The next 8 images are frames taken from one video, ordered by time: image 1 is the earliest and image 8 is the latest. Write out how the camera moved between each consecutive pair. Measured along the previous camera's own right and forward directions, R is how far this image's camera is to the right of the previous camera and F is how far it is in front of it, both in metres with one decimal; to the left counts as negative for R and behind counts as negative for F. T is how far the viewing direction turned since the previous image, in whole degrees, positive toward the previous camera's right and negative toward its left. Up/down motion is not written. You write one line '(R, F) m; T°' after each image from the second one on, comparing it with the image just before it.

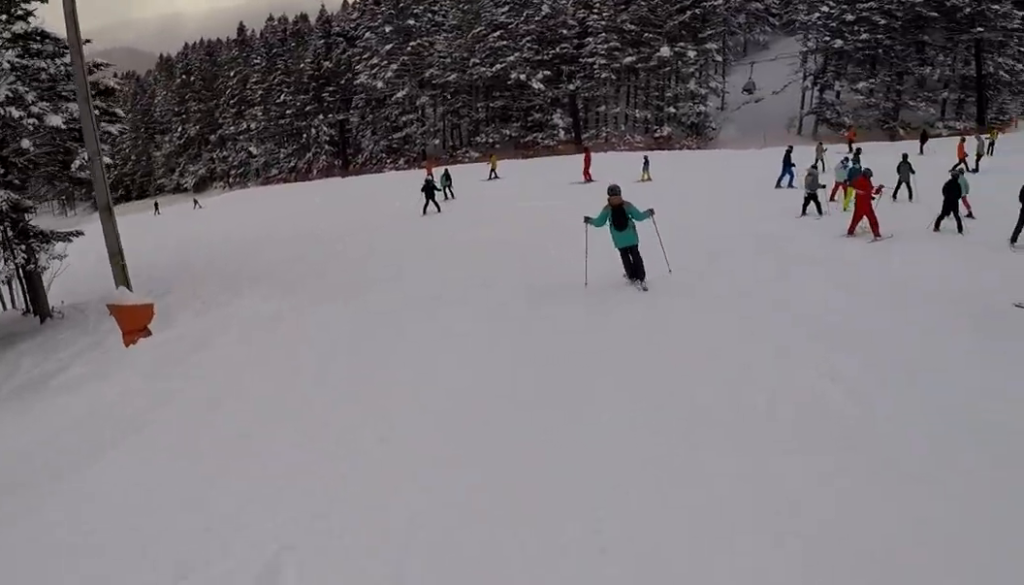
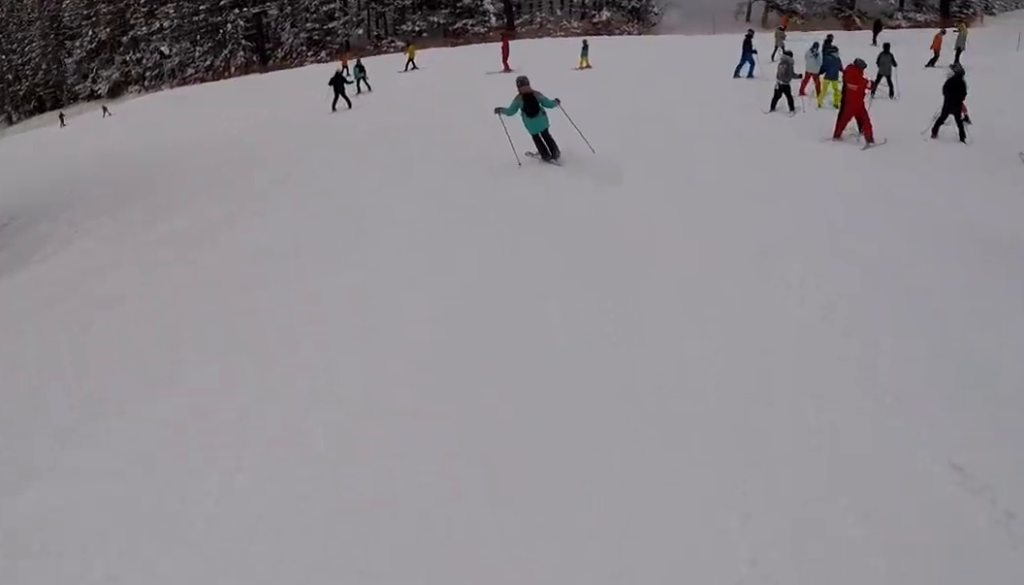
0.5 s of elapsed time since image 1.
(-0.2, +3.2) m; -3°
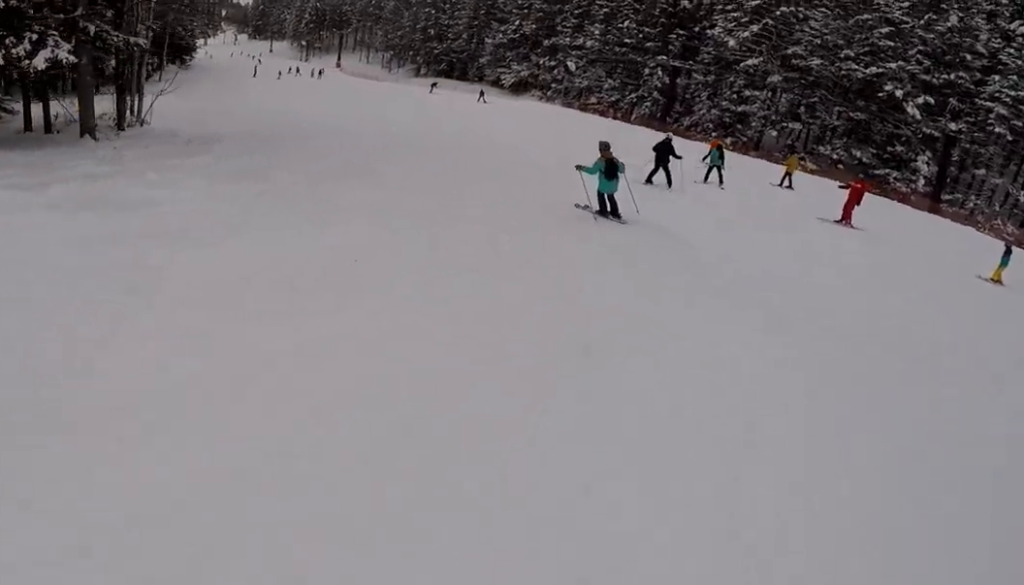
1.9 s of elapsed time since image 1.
(-0.7, +8.3) m; -22°
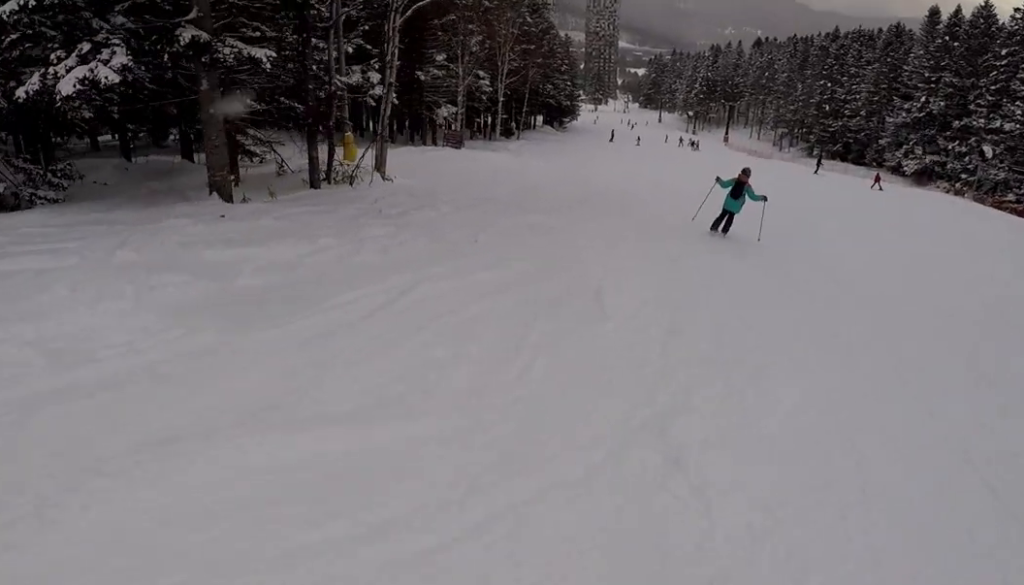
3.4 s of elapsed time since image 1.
(-2.6, +10.0) m; -9°
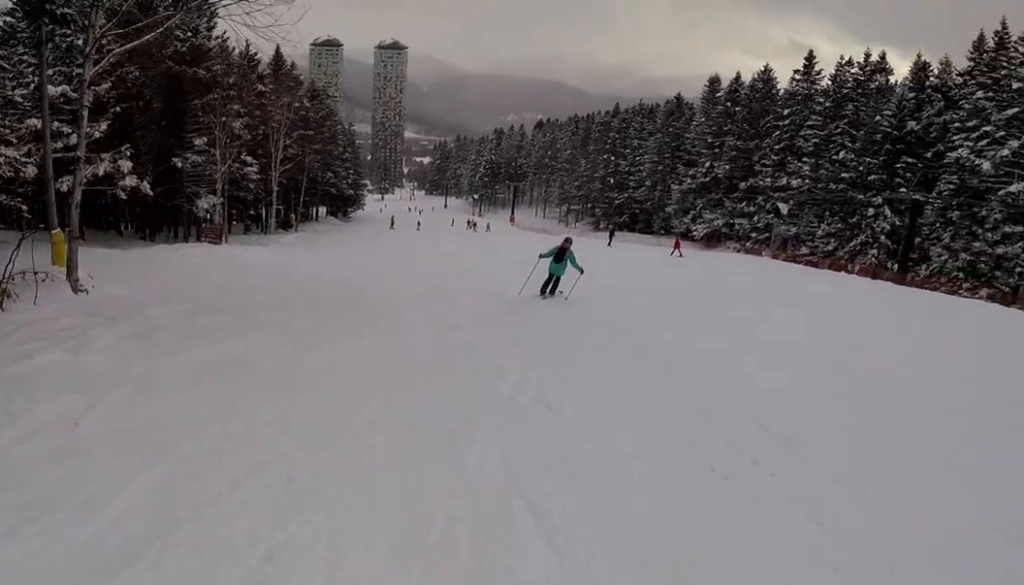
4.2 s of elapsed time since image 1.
(+0.3, +5.6) m; +6°
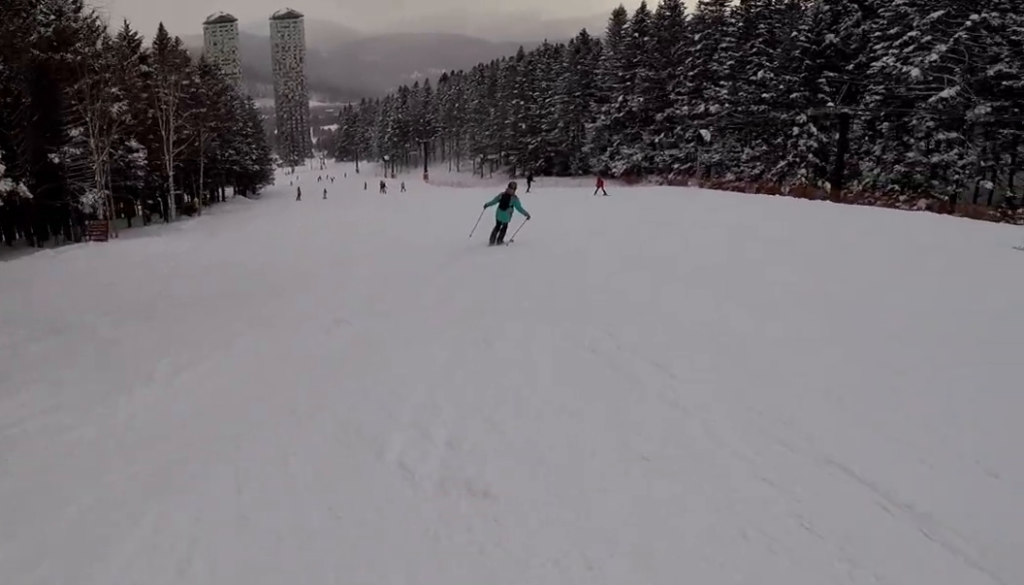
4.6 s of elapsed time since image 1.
(+0.2, +2.9) m; +3°
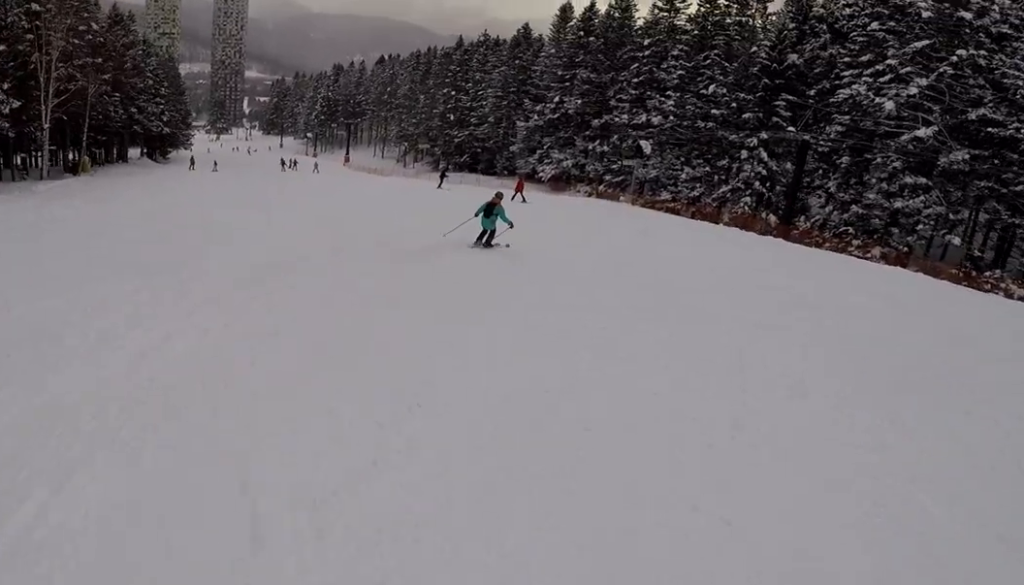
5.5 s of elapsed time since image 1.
(+0.2, +6.7) m; +1°
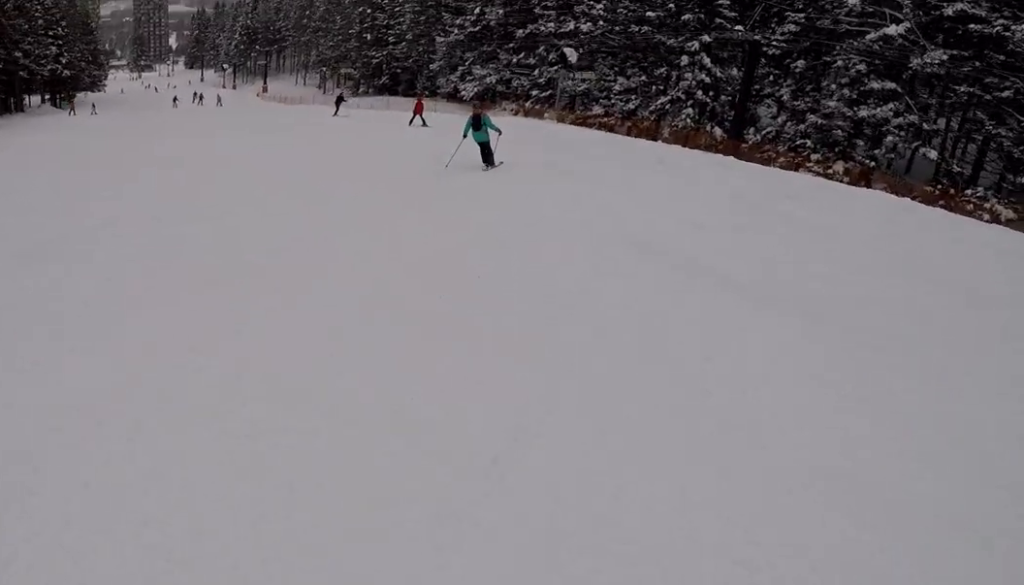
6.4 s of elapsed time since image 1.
(0.0, +6.3) m; -5°
